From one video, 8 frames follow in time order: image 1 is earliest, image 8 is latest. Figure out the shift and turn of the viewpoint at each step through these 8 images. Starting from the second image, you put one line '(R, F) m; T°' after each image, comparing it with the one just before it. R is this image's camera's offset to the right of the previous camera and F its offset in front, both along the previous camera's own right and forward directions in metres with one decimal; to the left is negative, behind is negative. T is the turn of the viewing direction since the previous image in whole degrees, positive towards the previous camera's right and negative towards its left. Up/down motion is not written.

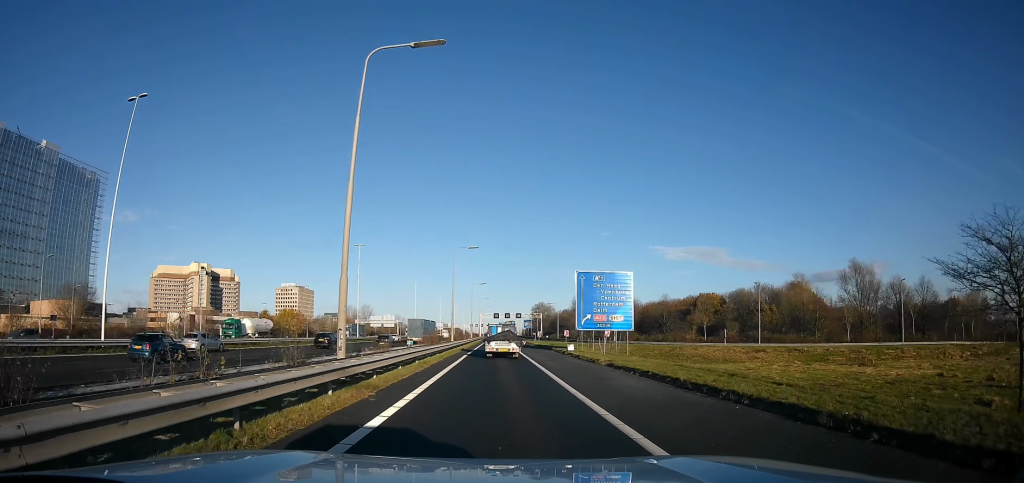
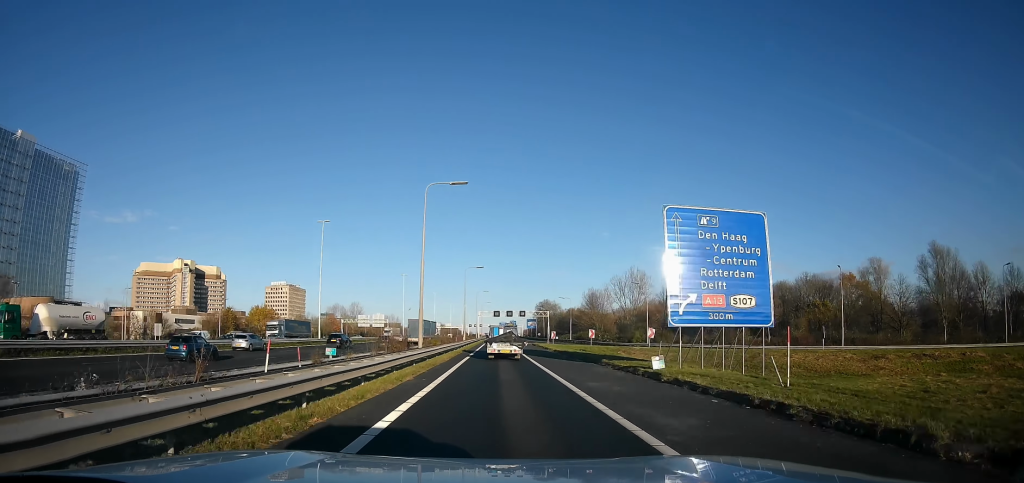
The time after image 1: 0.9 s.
(0.0, +21.9) m; +2°
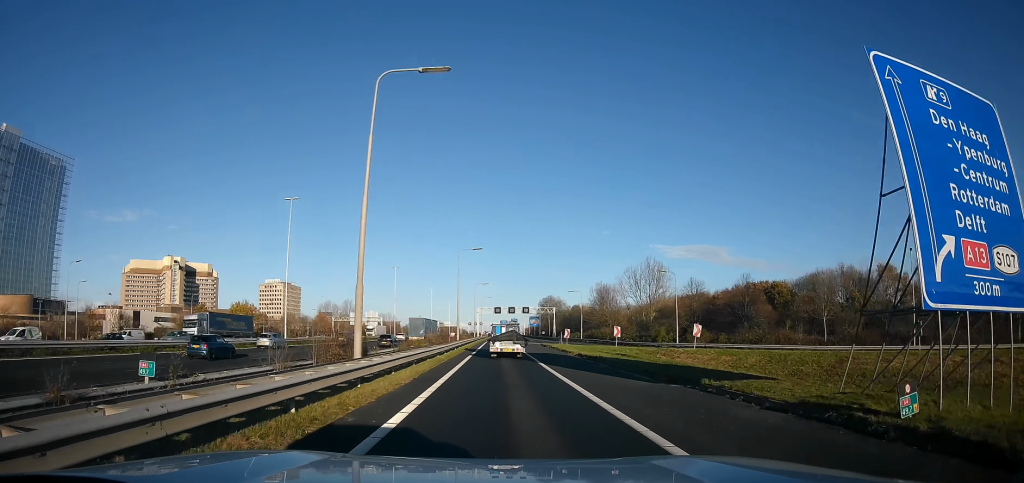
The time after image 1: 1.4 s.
(+0.6, +12.8) m; 0°
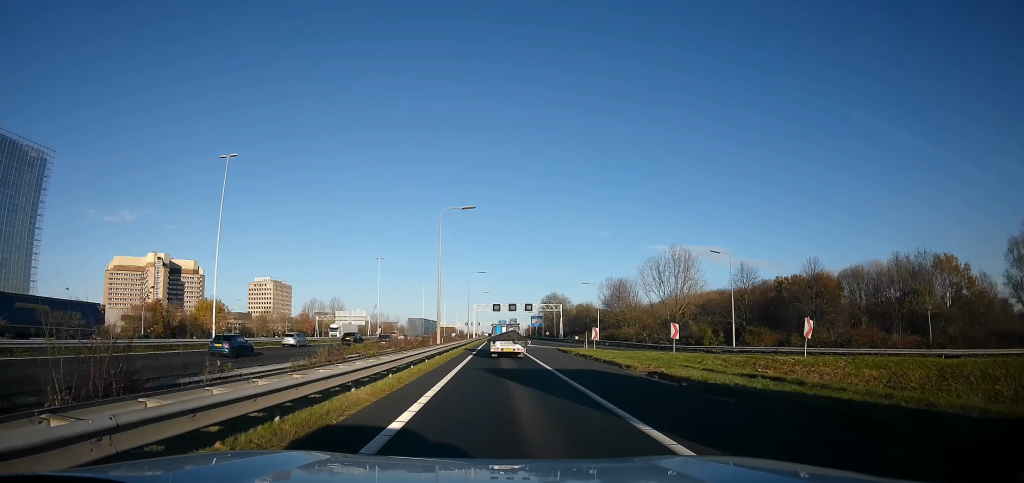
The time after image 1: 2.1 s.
(0.0, +16.8) m; 0°
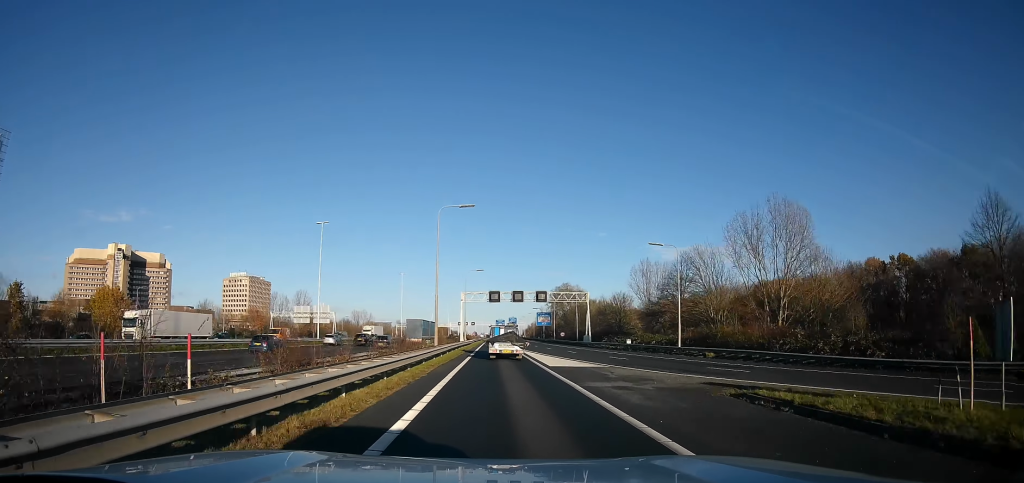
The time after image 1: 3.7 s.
(+0.3, +36.7) m; +2°
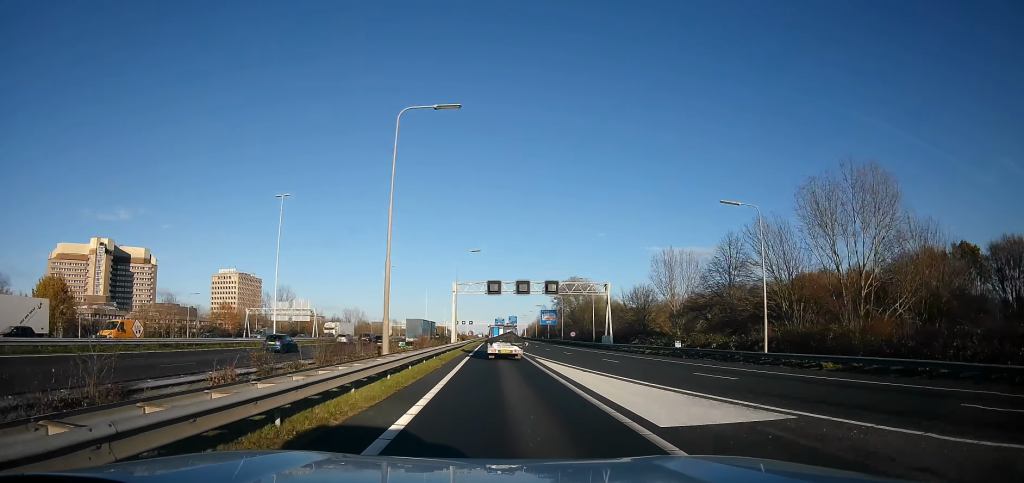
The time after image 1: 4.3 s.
(+0.1, +15.1) m; -1°
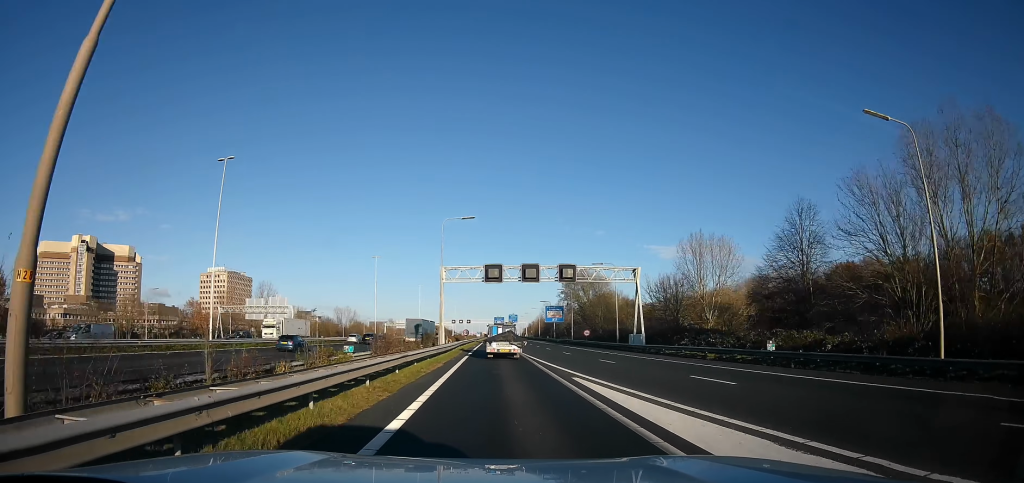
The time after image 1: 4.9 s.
(+0.1, +14.4) m; -2°
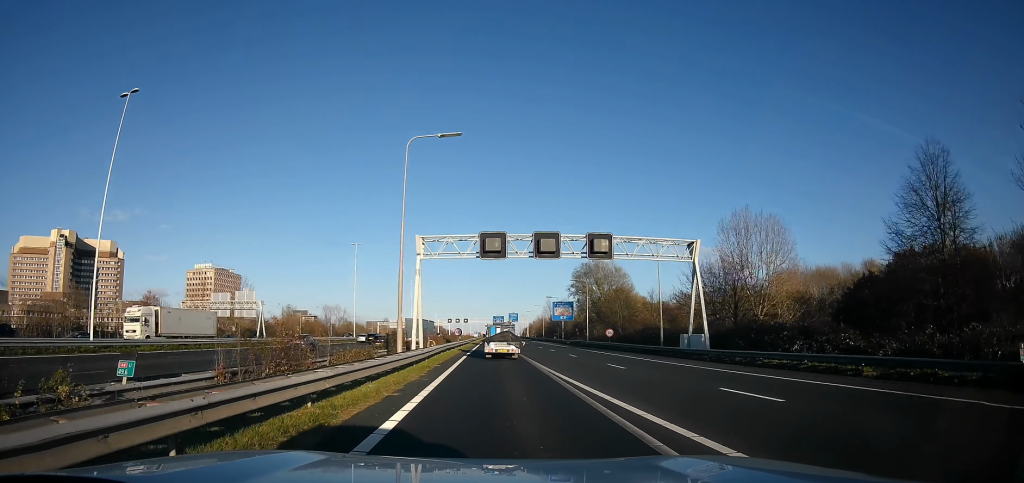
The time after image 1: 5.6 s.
(-0.6, +16.1) m; -2°
